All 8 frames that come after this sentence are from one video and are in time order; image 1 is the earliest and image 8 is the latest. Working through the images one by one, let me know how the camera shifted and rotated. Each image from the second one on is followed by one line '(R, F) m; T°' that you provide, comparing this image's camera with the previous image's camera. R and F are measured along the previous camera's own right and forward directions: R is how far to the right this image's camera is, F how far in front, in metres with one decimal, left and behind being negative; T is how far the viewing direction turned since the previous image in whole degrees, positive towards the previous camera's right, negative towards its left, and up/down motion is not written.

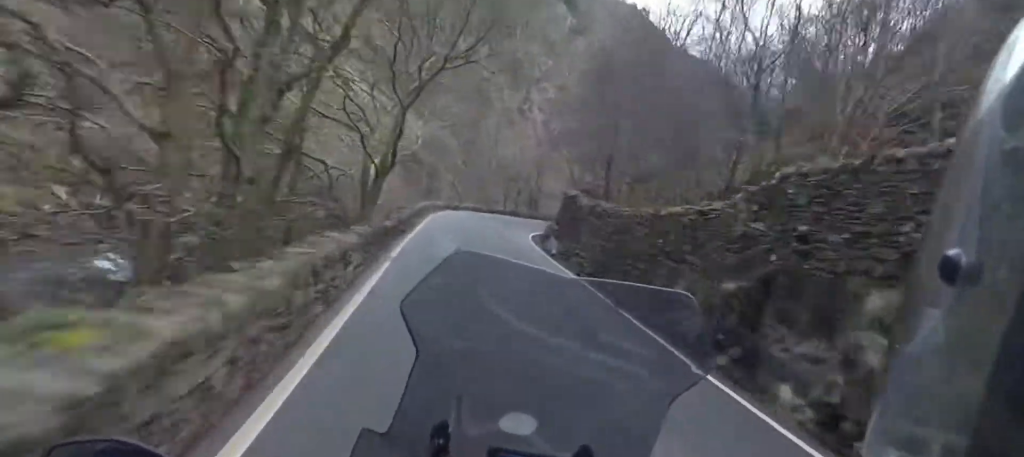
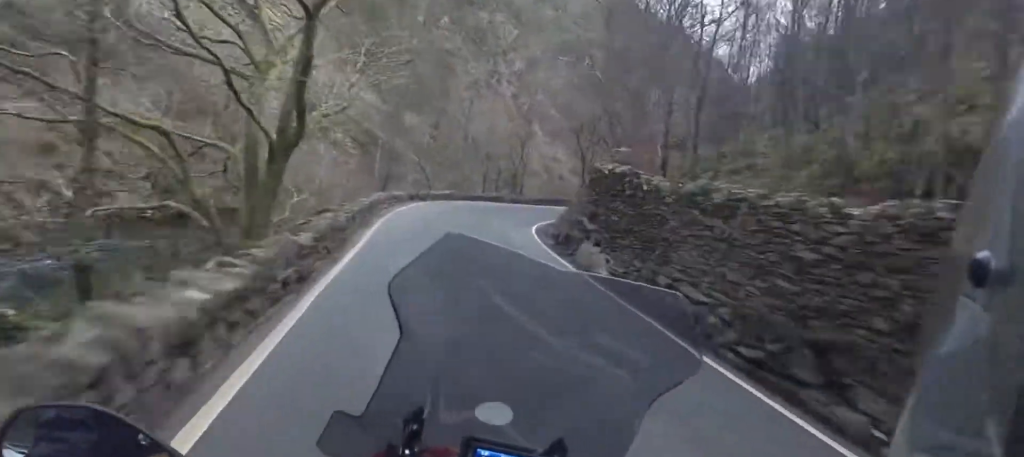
(+0.8, +9.5) m; +3°
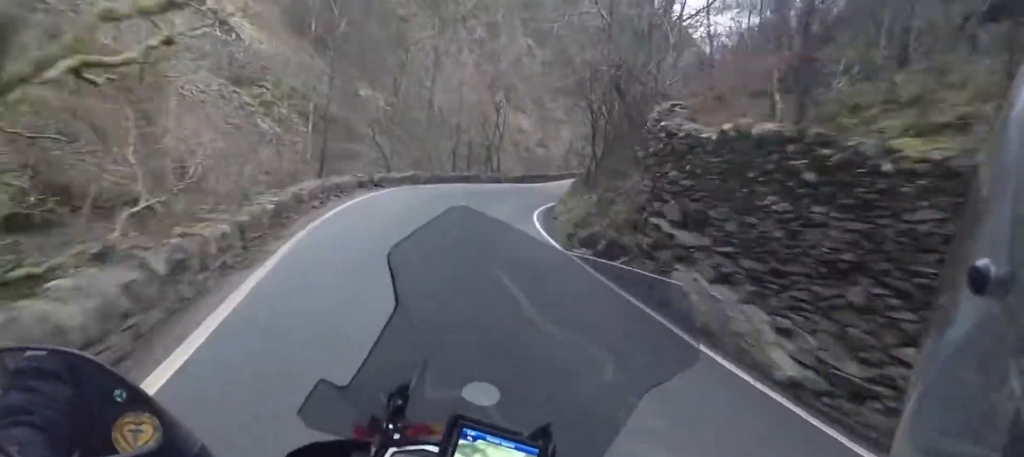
(+0.2, +7.5) m; +3°
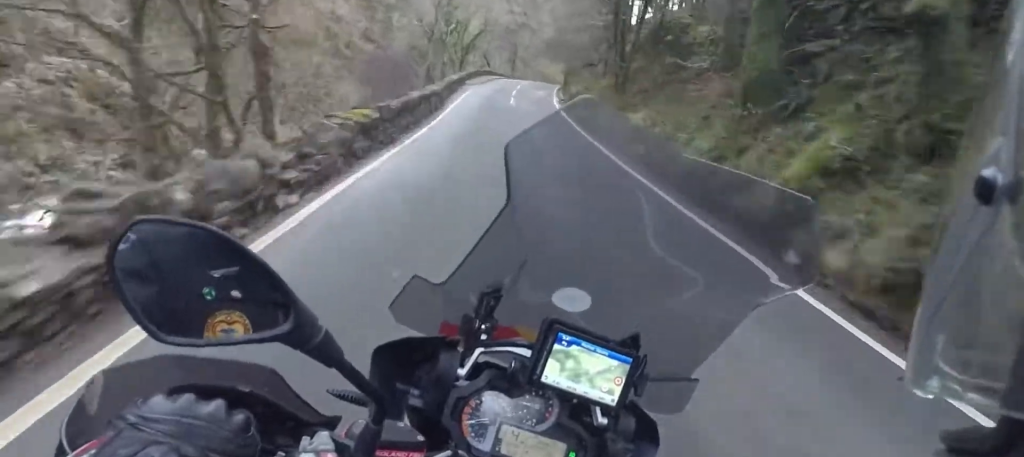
(+3.7, +36.0) m; +13°
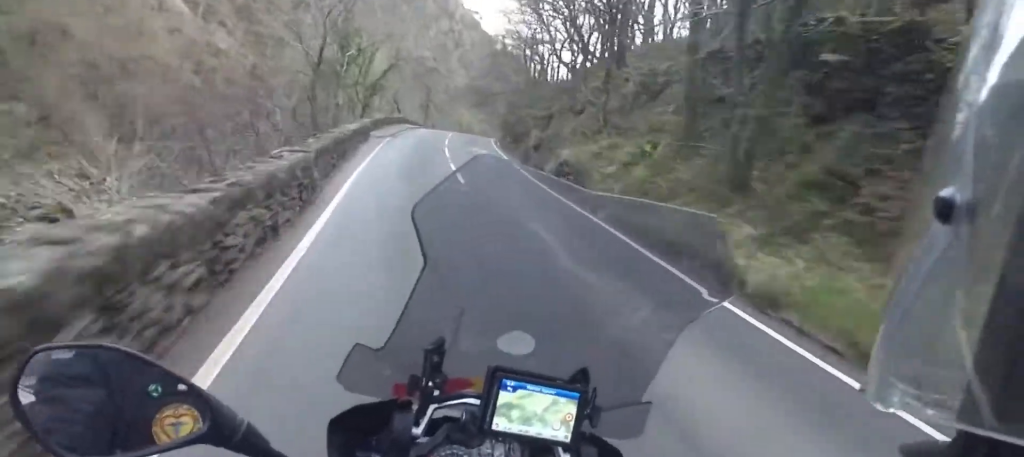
(+0.6, +15.2) m; +2°
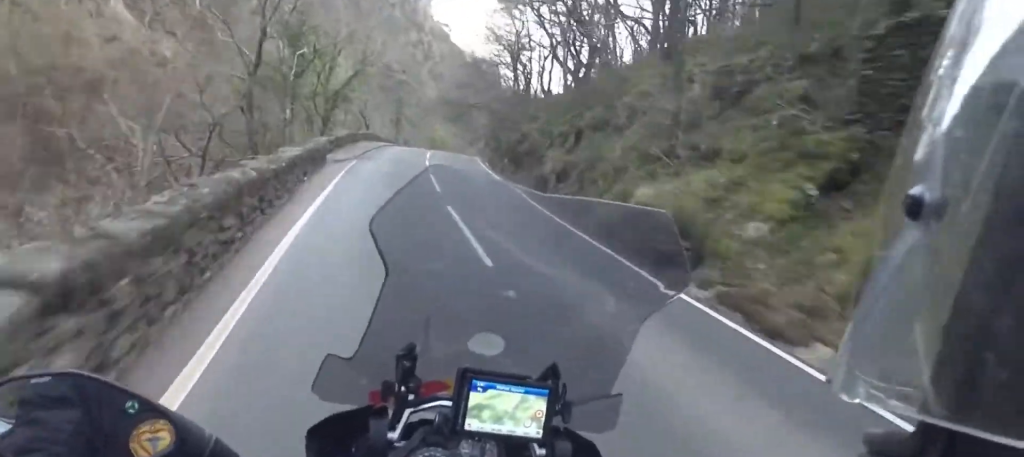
(0.0, +7.4) m; +3°
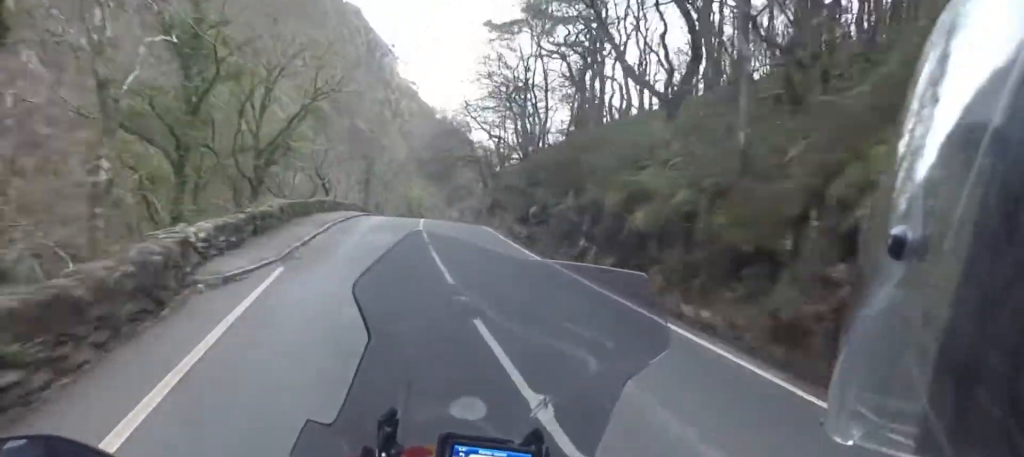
(-0.1, +14.0) m; +5°
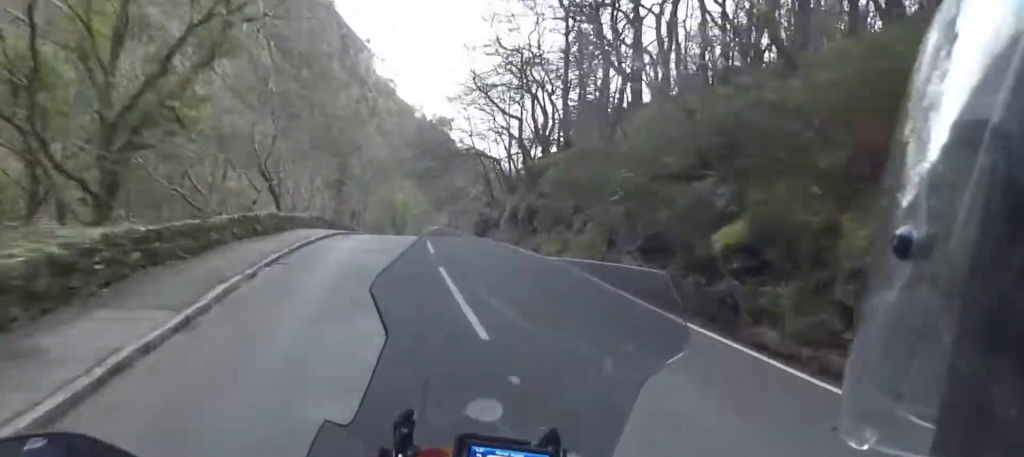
(+1.5, +12.7) m; +3°
